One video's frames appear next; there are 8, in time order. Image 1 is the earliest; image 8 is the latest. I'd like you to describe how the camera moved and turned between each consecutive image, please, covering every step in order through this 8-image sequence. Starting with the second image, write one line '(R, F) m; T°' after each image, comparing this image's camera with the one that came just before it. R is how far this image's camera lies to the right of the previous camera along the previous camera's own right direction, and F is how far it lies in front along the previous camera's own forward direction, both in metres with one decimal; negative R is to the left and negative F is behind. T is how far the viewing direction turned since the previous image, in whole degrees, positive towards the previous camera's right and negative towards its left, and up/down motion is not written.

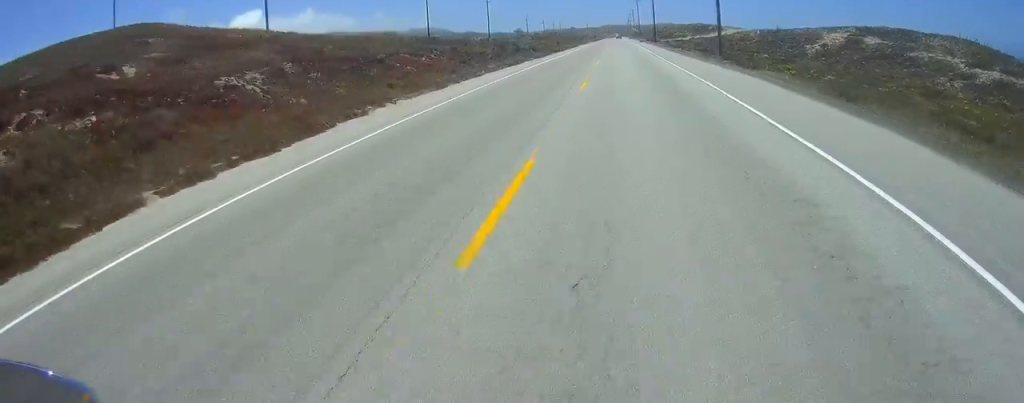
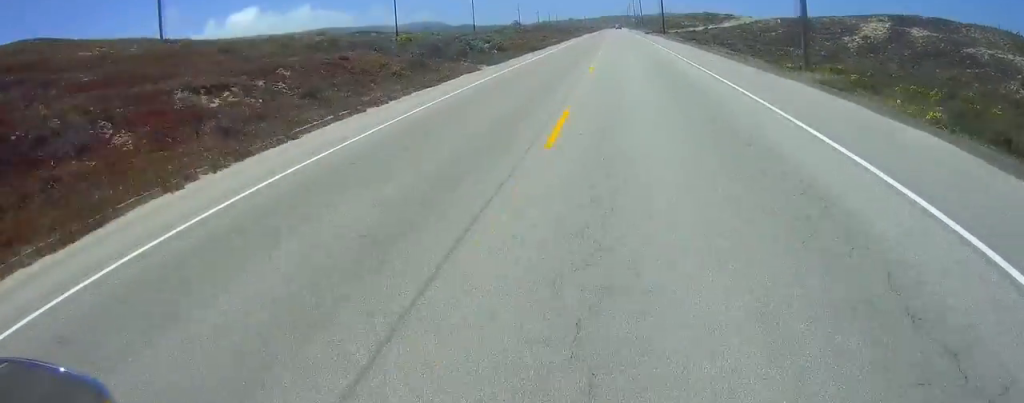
(+2.1, +22.7) m; +5°
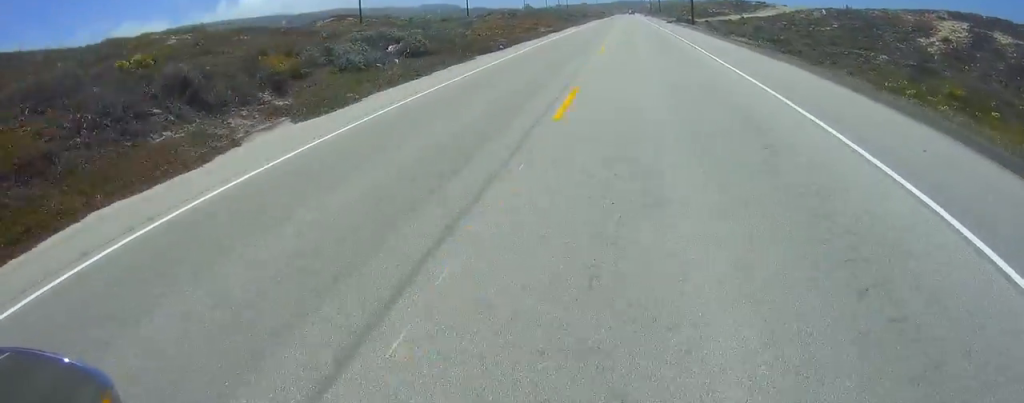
(-0.6, +25.6) m; -3°
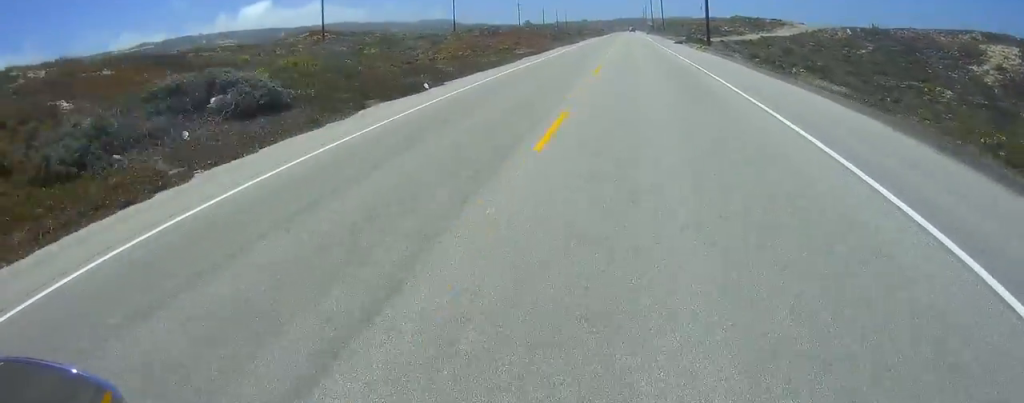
(-0.3, +15.0) m; -1°
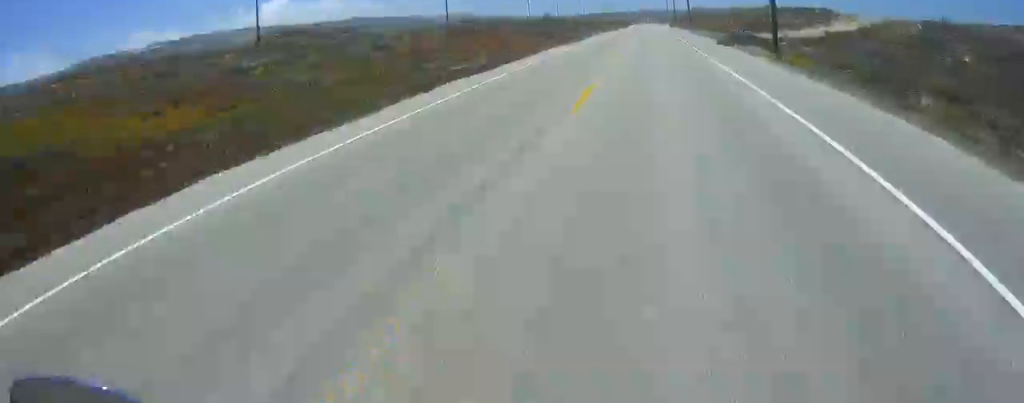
(0.0, +24.0) m; 0°
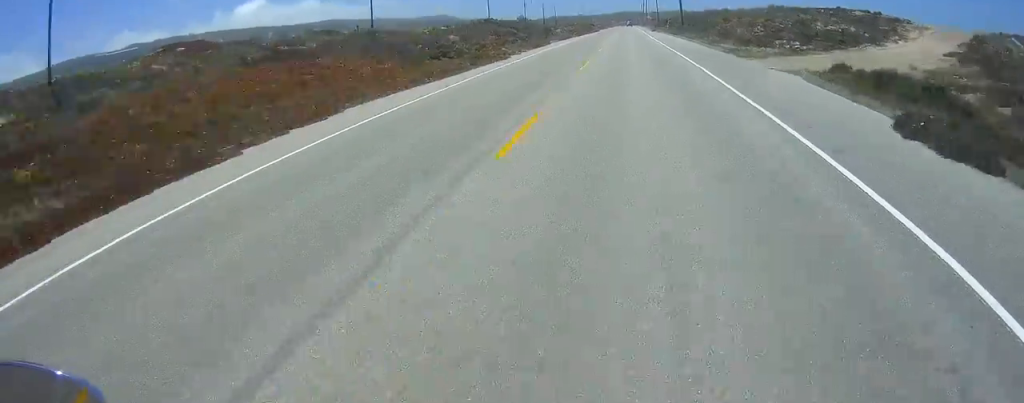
(0.0, +32.5) m; 0°
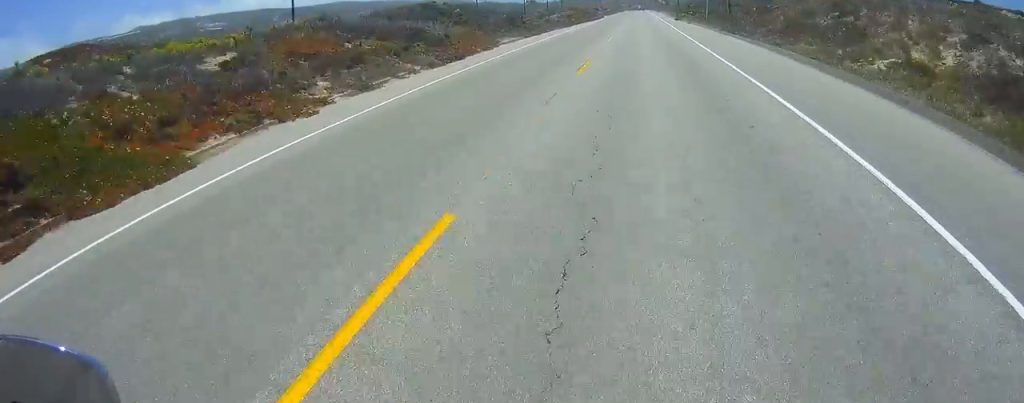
(0.0, +34.2) m; 0°
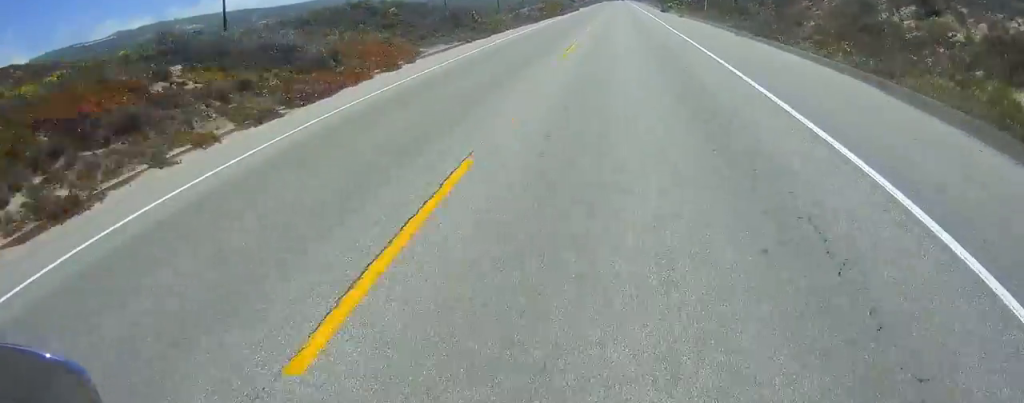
(0.0, +12.2) m; 0°
